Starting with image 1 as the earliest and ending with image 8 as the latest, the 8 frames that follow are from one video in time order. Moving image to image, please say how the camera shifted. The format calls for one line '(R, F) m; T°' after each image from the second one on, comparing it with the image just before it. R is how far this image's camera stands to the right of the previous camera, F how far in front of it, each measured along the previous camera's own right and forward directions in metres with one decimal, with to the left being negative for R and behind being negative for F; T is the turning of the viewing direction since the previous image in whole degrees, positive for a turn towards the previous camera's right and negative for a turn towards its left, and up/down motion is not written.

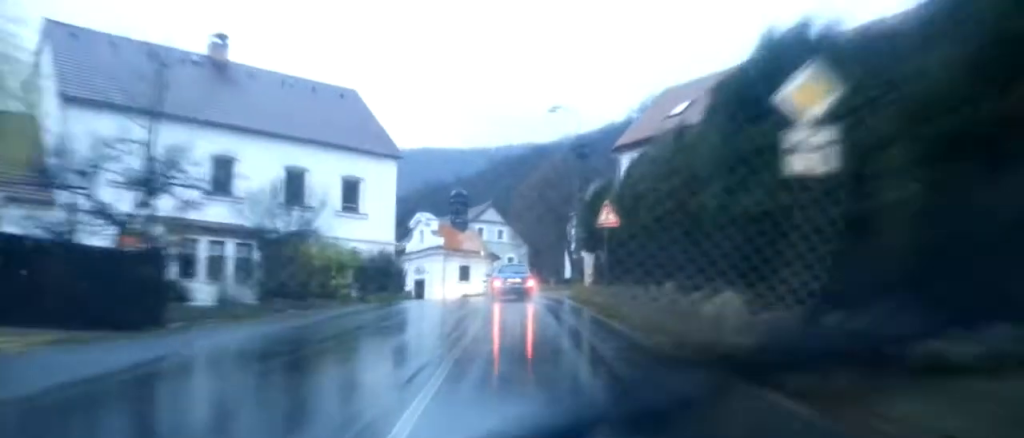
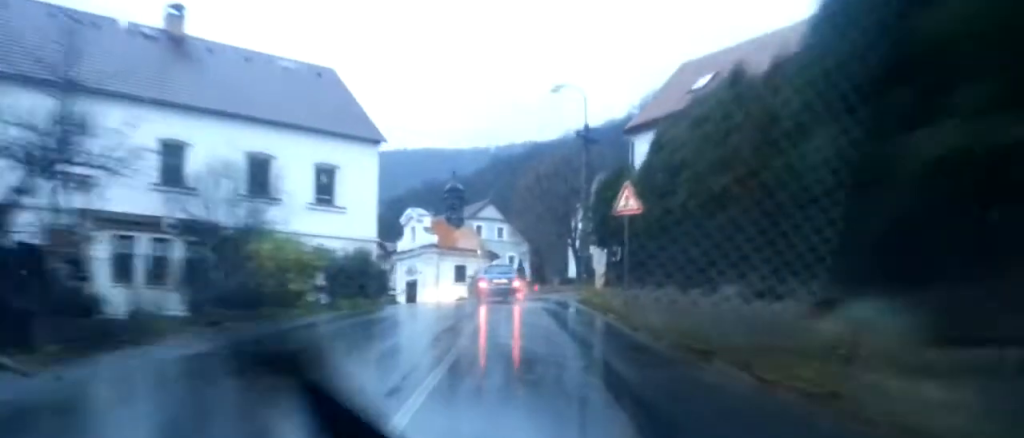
(0.0, +5.5) m; 0°
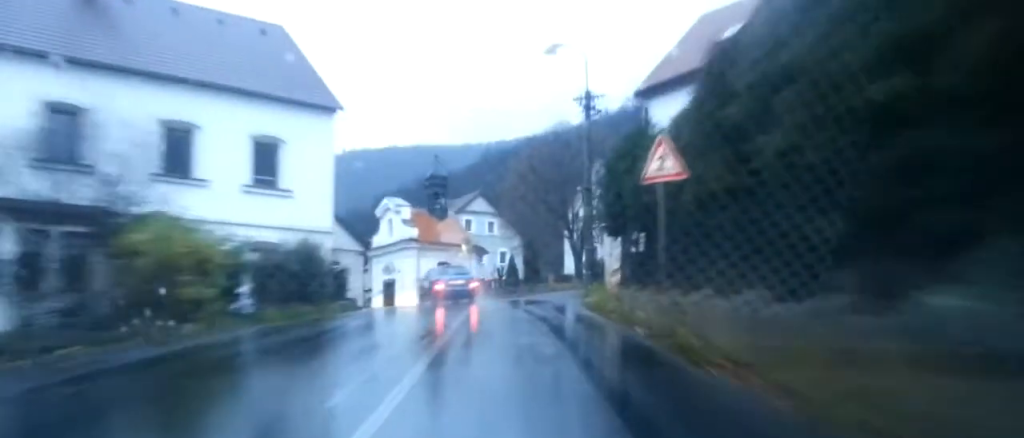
(+0.1, +6.9) m; +1°
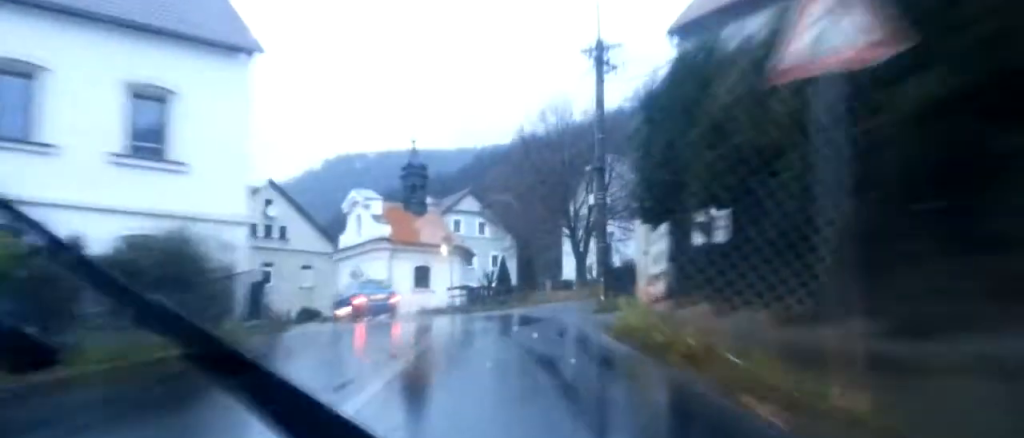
(+0.1, +8.3) m; 0°
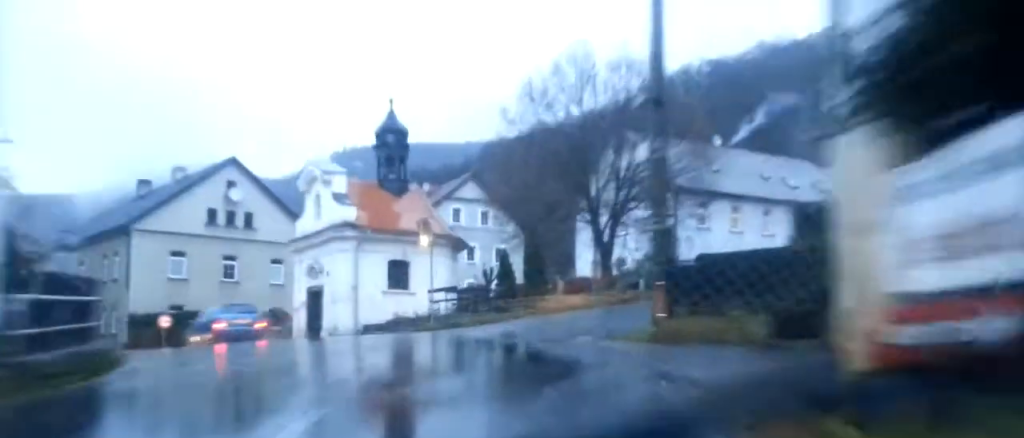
(0.0, +9.9) m; -3°
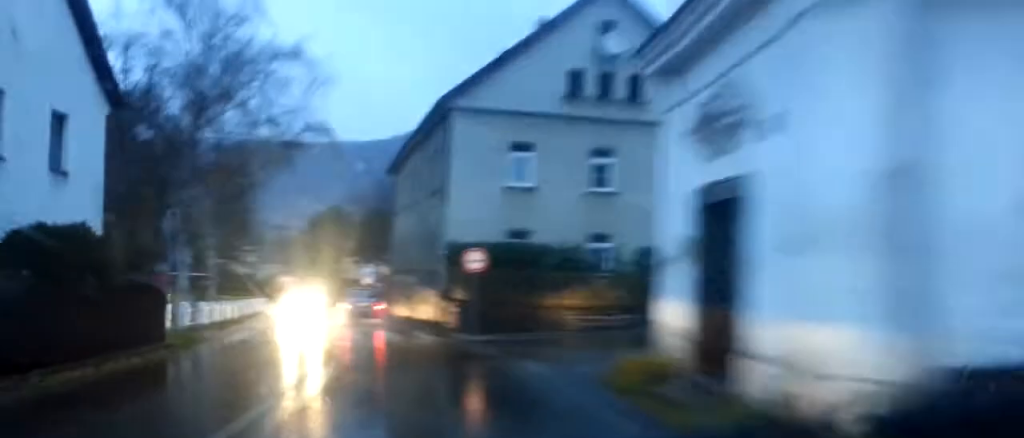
(-5.0, +23.9) m; -24°
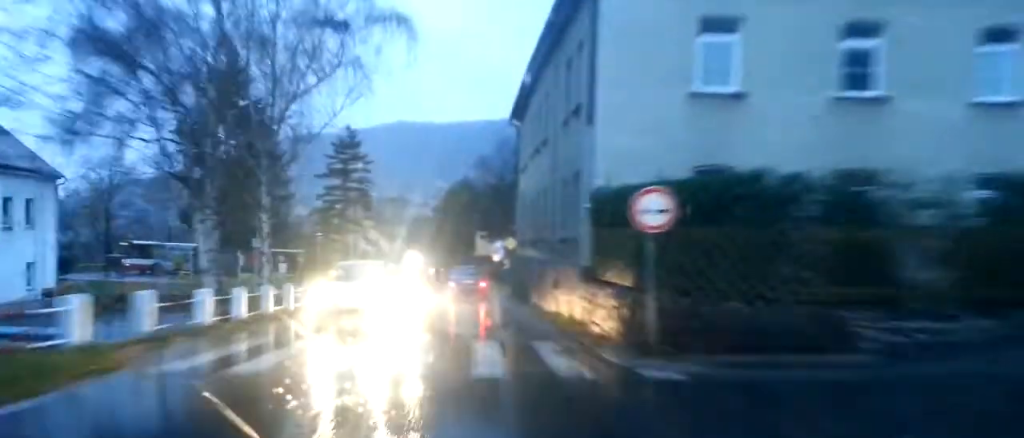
(-0.9, +11.7) m; -13°
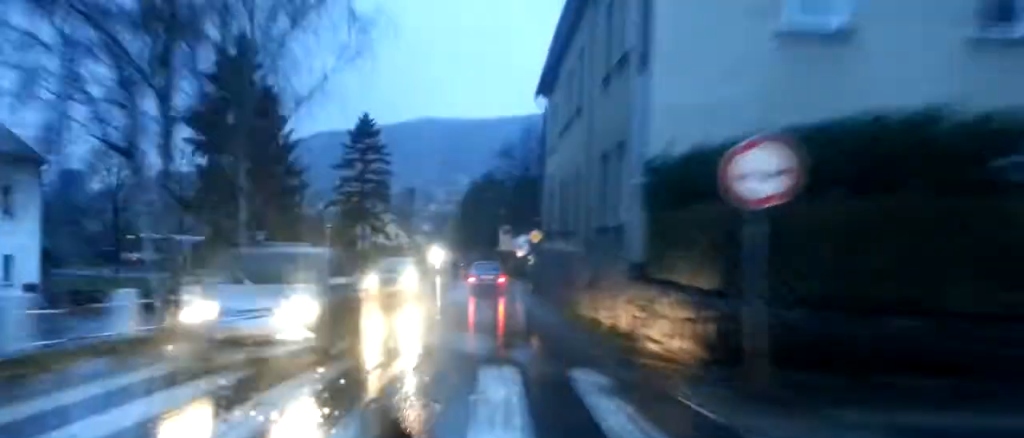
(0.0, +4.3) m; -4°
